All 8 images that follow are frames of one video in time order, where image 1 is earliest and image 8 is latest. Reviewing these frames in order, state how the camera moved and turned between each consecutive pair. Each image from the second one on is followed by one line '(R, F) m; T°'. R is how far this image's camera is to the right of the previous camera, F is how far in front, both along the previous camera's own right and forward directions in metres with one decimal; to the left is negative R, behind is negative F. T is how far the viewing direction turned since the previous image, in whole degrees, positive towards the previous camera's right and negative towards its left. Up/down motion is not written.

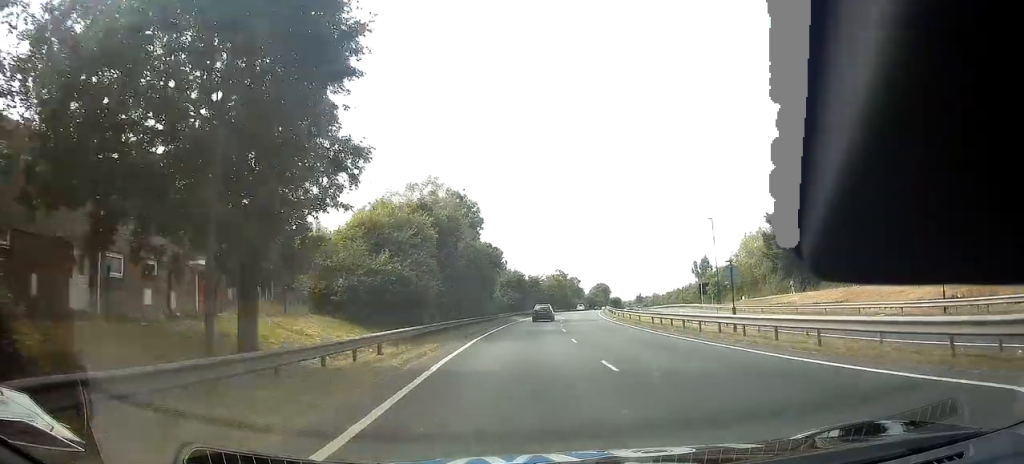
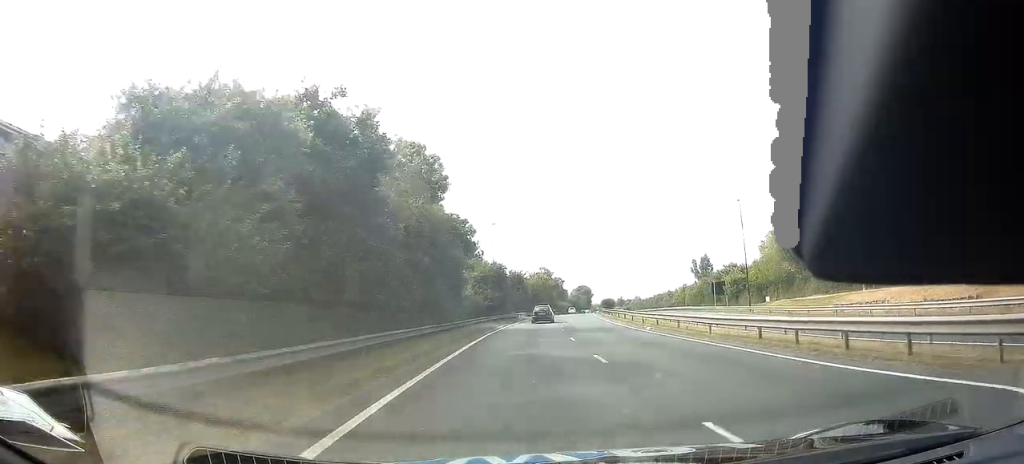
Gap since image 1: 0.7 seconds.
(+0.2, +18.1) m; +2°
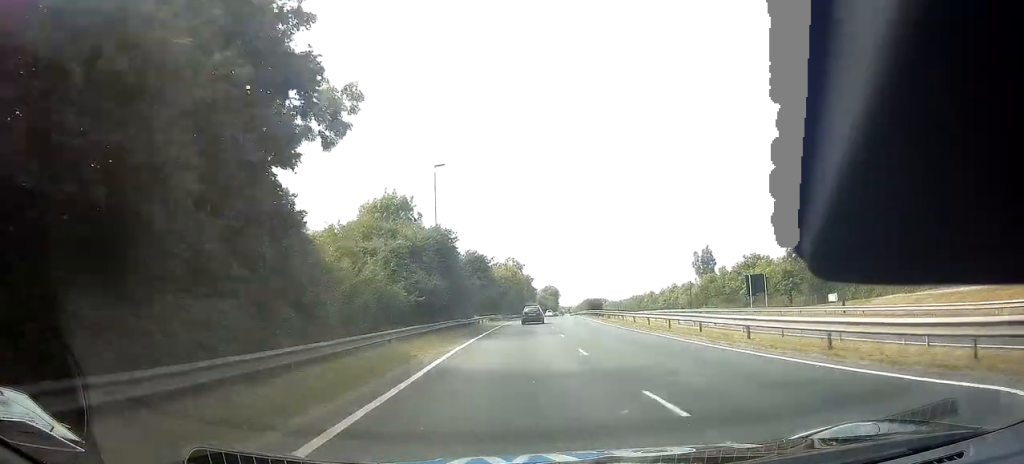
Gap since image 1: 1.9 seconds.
(+1.1, +27.9) m; +5°
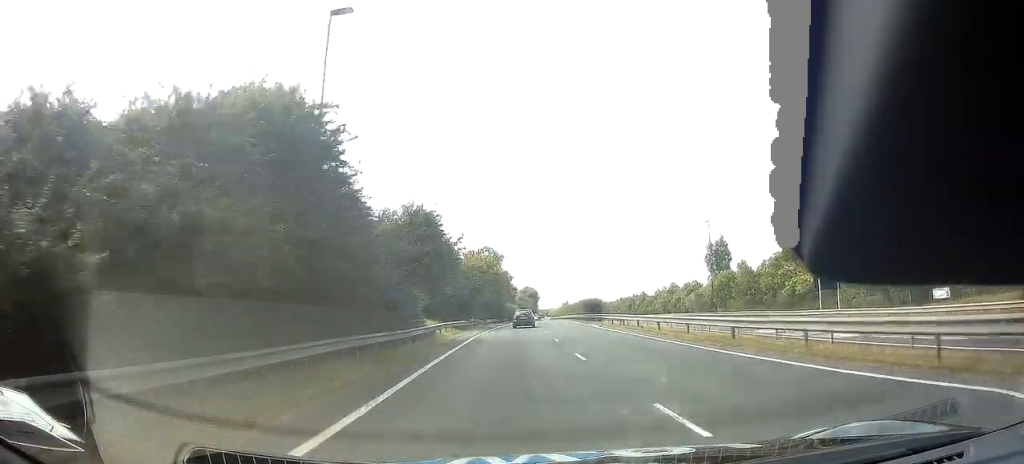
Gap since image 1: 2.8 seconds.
(+0.7, +22.0) m; +2°
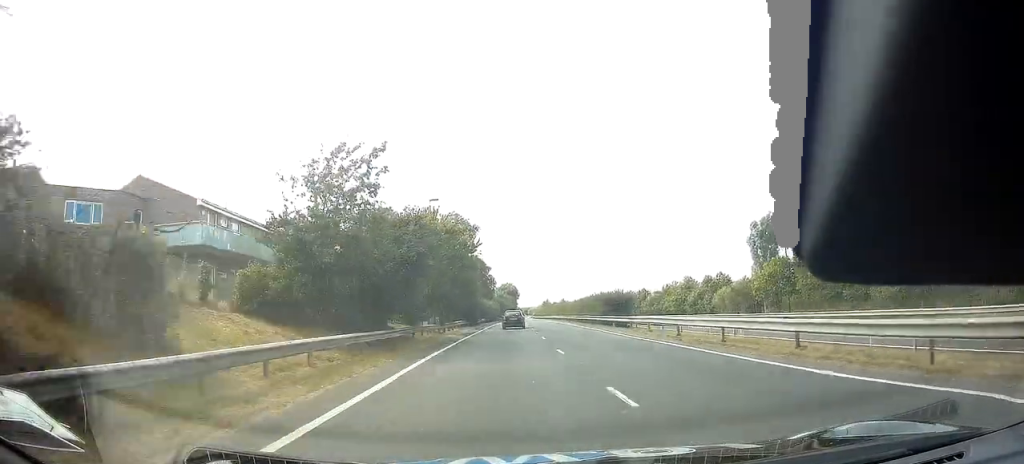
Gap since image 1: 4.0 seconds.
(+0.3, +28.4) m; +1°
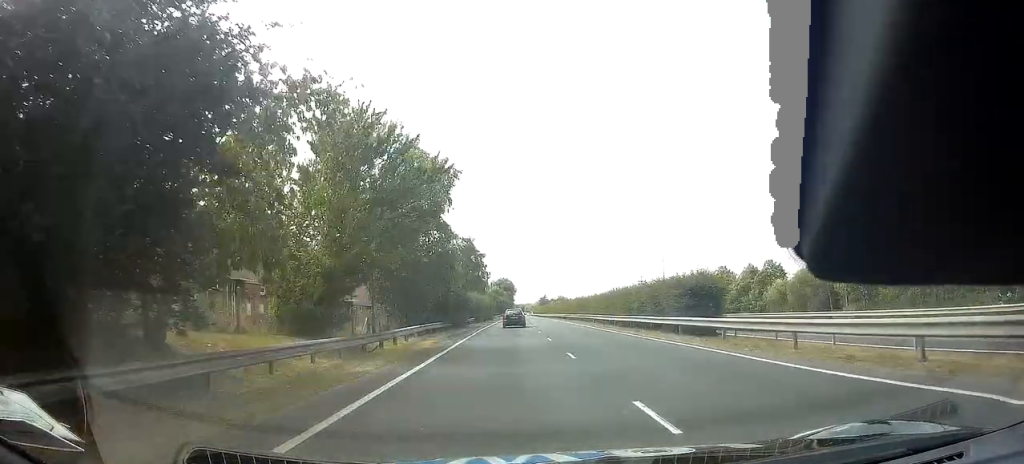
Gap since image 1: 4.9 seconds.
(0.0, +21.9) m; +1°
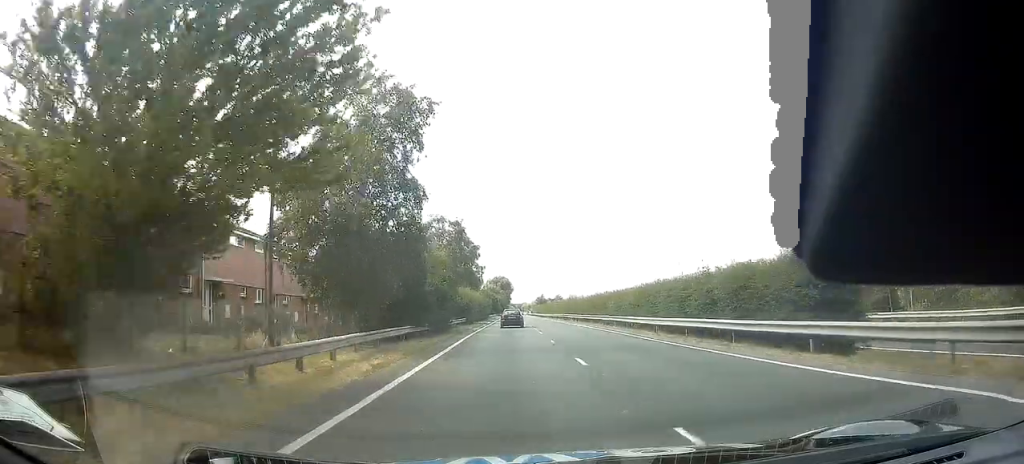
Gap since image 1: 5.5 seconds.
(0.0, +11.9) m; +1°
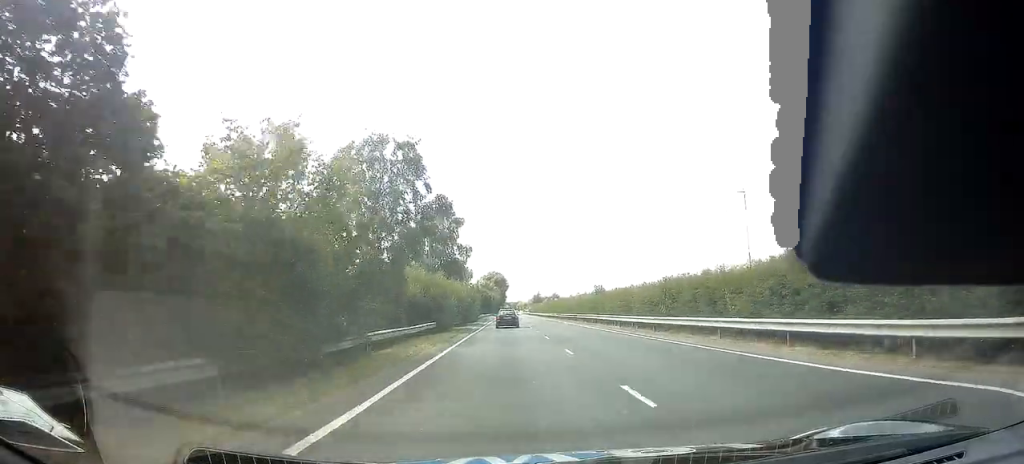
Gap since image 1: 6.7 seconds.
(+0.3, +25.9) m; +1°
